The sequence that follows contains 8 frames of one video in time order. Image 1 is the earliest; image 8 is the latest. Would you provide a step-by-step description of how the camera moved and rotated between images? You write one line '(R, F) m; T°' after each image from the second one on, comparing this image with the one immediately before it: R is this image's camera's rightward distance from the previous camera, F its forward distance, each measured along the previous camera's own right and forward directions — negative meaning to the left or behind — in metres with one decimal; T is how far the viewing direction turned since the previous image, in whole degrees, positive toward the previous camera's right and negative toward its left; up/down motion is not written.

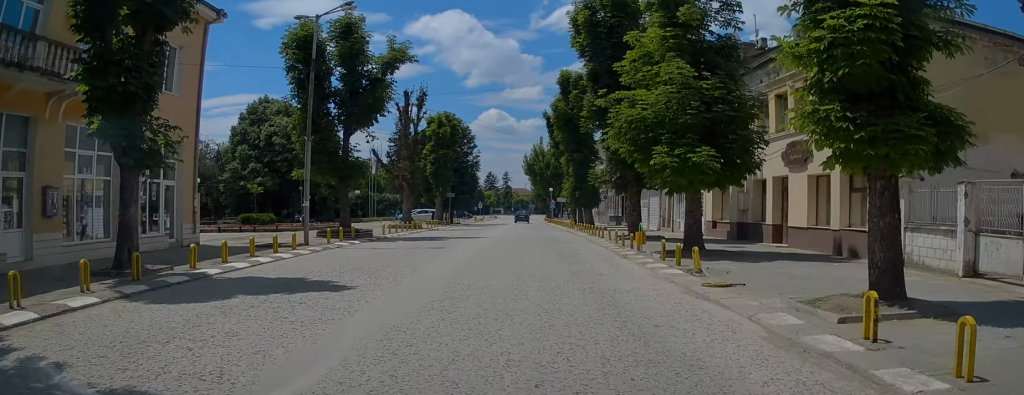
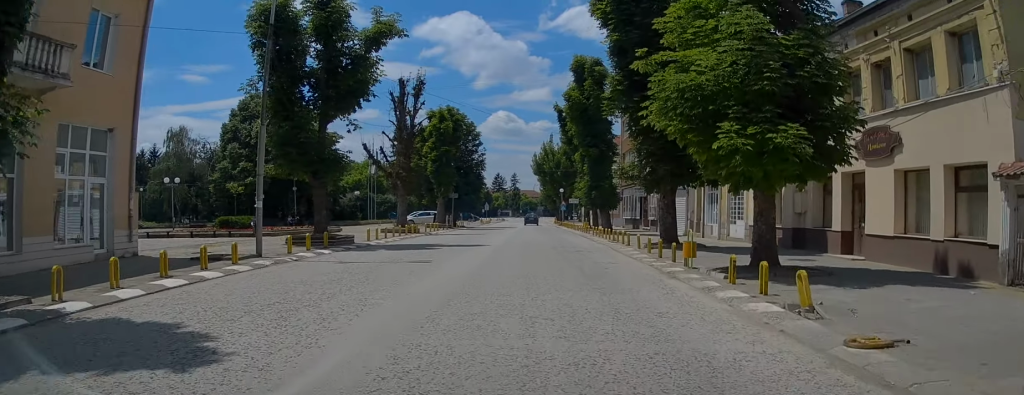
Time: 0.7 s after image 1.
(0.0, +4.6) m; +1°
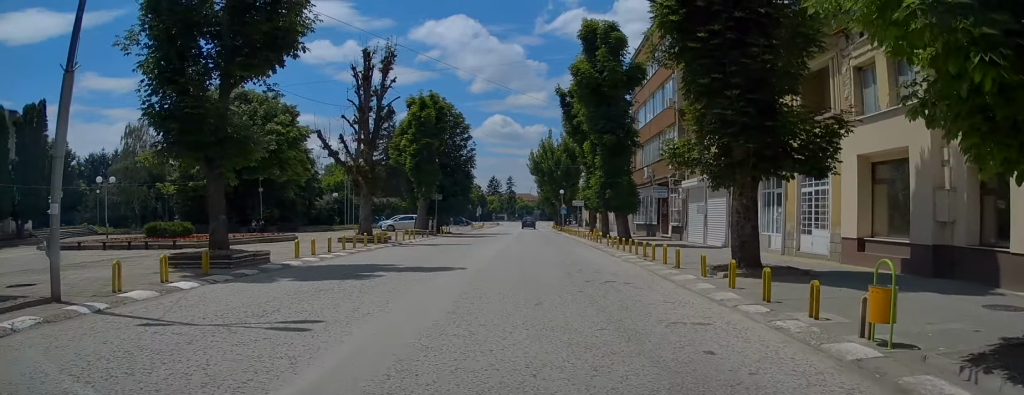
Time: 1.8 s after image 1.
(+0.1, +7.6) m; +3°
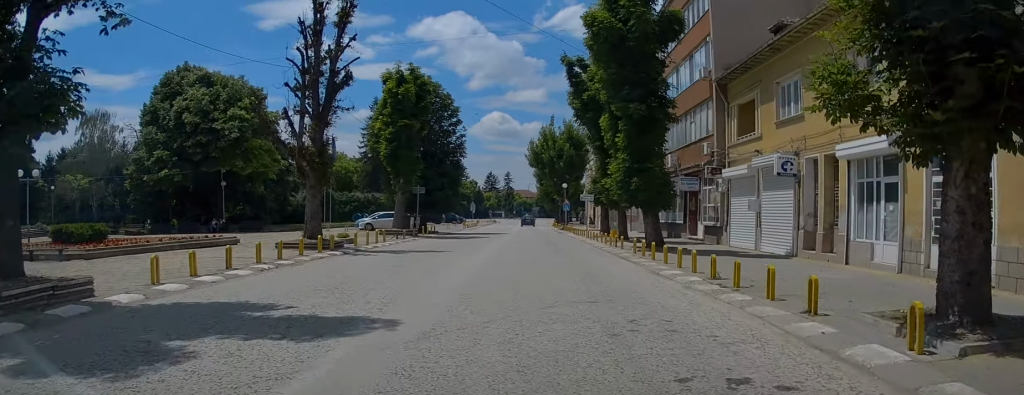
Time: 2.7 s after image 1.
(+0.2, +7.0) m; +2°
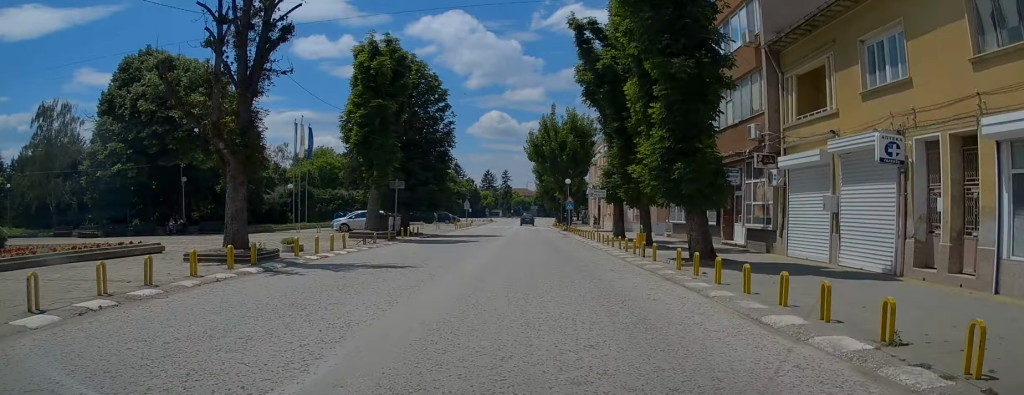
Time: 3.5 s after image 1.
(+0.1, +6.1) m; 0°
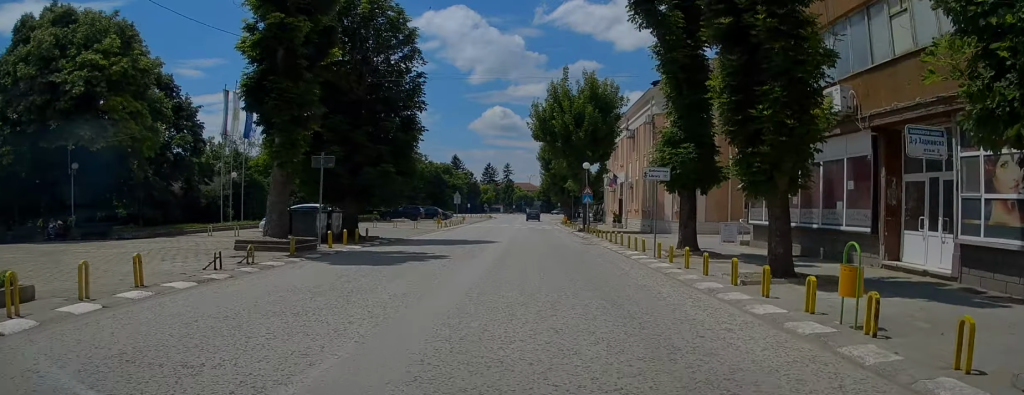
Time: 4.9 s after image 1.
(0.0, +13.0) m; -2°
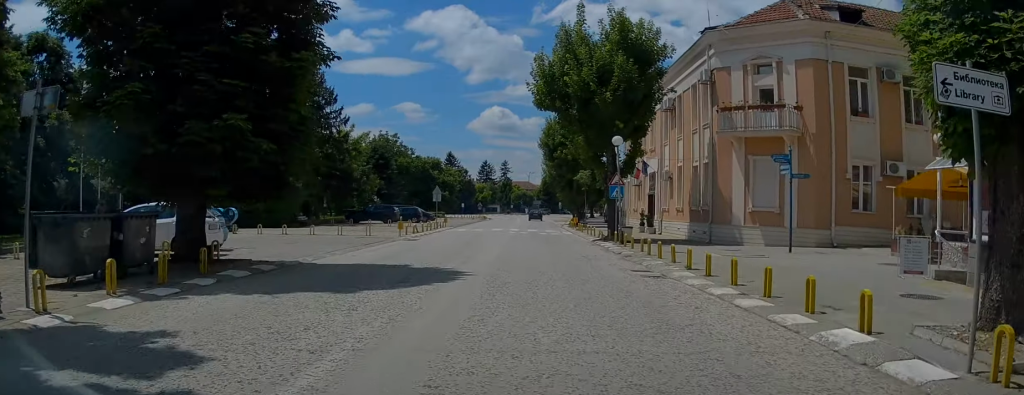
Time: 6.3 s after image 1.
(-0.8, +13.1) m; -3°
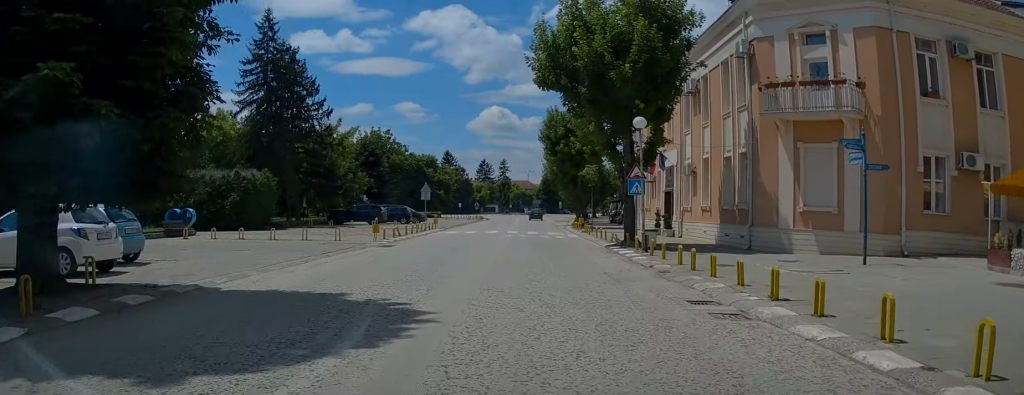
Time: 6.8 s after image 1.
(+0.2, +4.9) m; +2°
